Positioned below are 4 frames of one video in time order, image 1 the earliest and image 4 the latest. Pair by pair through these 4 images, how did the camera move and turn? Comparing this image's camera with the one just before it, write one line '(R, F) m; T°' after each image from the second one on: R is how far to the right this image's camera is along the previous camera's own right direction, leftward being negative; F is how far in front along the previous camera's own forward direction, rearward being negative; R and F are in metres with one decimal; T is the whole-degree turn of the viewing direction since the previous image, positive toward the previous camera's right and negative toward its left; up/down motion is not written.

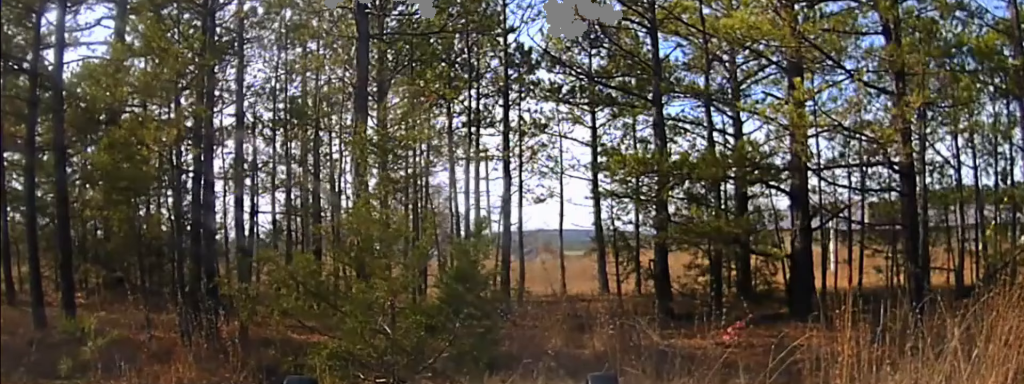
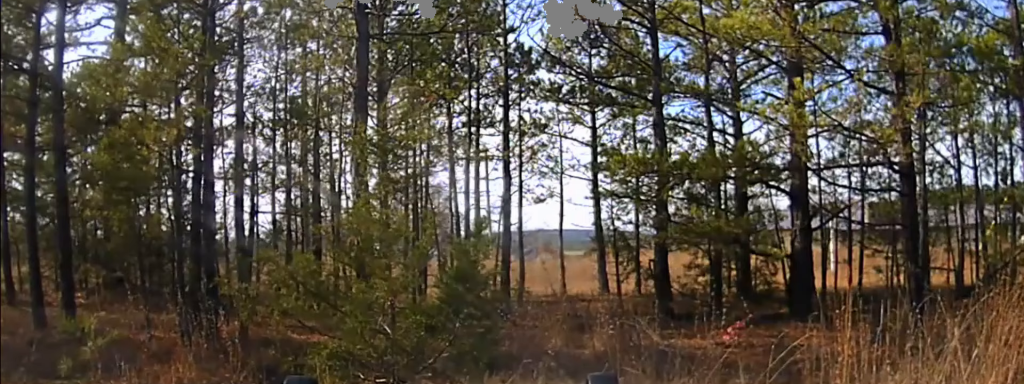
(0.0, 0.0) m; 0°
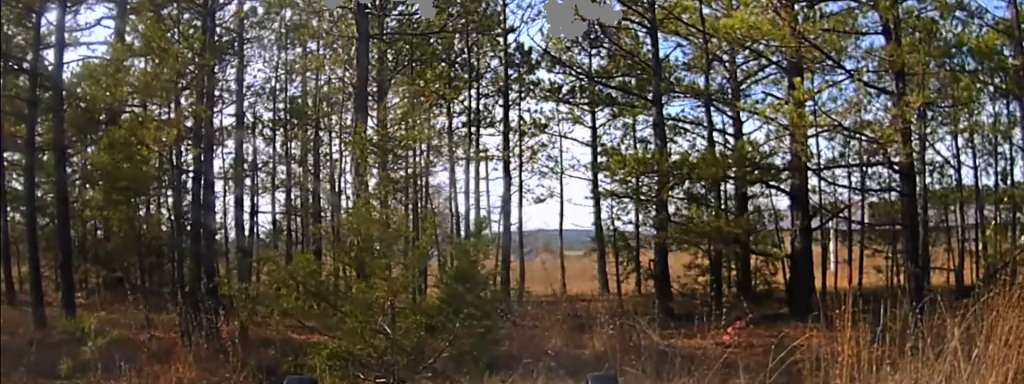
(0.0, 0.0) m; 0°
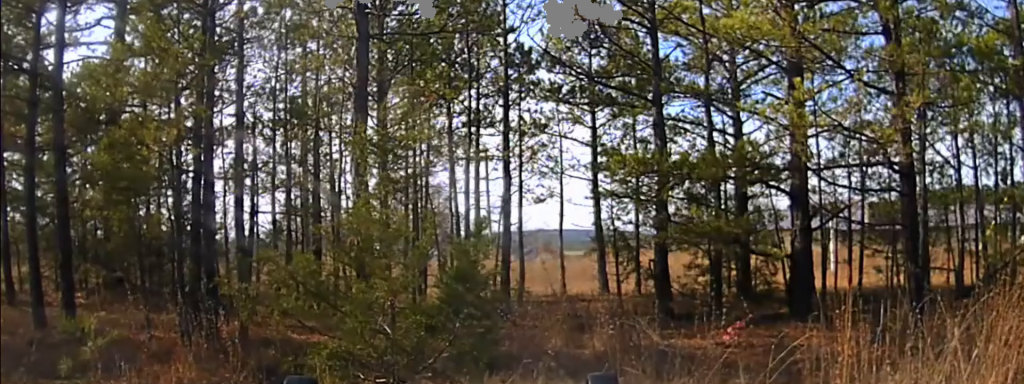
(0.0, 0.0) m; 0°
